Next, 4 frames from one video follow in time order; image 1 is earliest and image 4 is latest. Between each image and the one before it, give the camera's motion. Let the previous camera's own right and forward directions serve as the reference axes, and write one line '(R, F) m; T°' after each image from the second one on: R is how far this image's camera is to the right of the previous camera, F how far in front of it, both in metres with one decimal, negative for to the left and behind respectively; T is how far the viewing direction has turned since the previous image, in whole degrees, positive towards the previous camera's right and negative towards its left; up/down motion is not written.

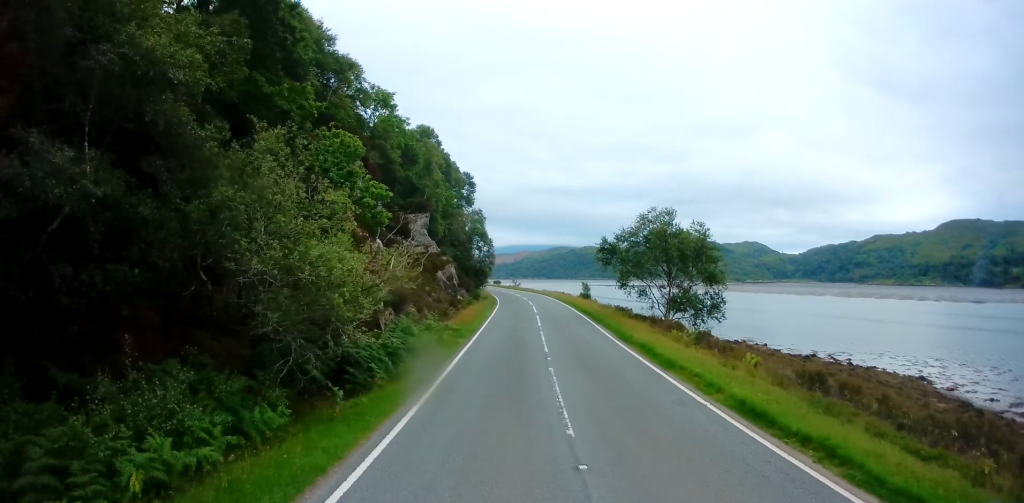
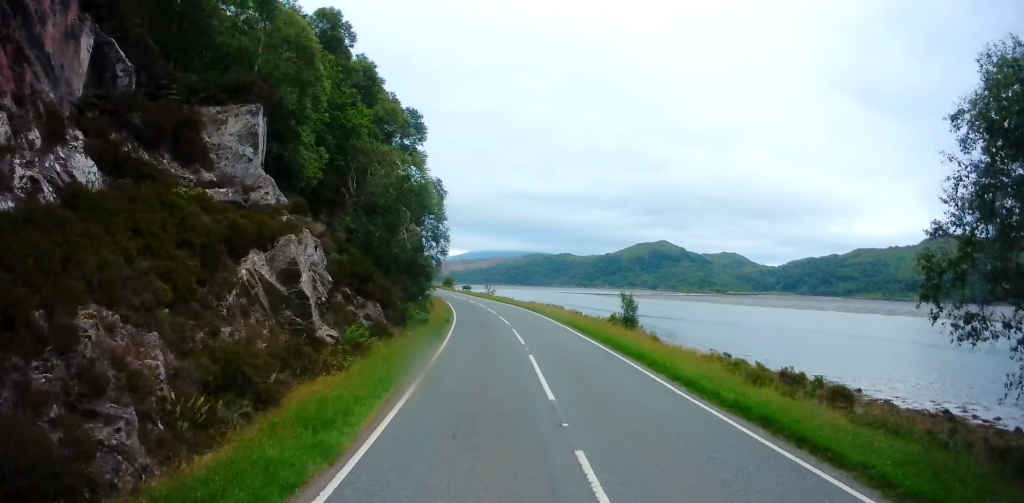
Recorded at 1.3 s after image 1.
(0.0, +25.3) m; 0°
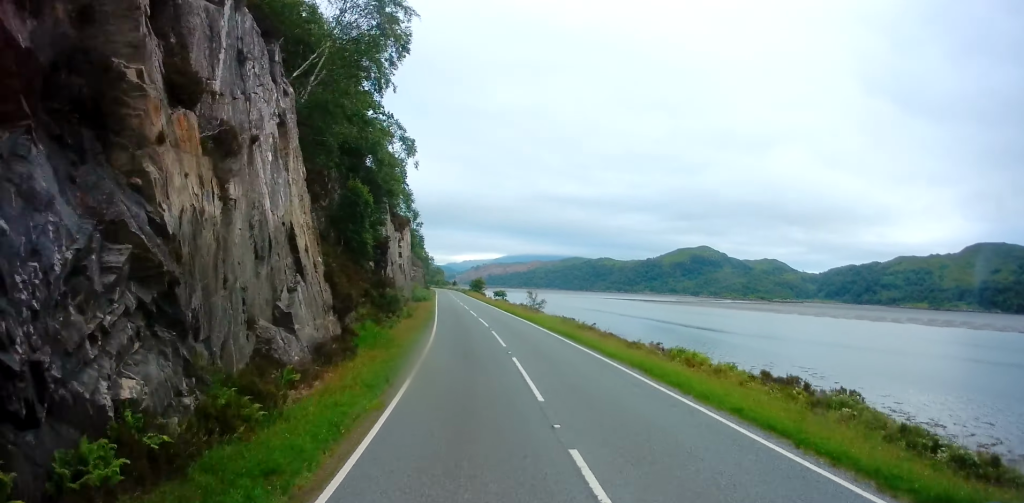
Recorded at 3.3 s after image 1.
(0.0, +36.0) m; -2°
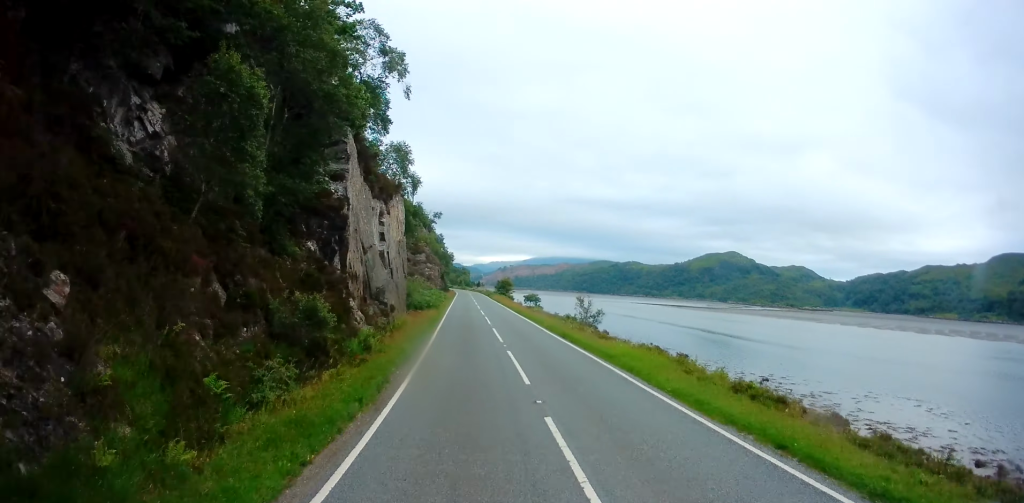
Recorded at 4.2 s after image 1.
(-0.4, +16.7) m; -2°
